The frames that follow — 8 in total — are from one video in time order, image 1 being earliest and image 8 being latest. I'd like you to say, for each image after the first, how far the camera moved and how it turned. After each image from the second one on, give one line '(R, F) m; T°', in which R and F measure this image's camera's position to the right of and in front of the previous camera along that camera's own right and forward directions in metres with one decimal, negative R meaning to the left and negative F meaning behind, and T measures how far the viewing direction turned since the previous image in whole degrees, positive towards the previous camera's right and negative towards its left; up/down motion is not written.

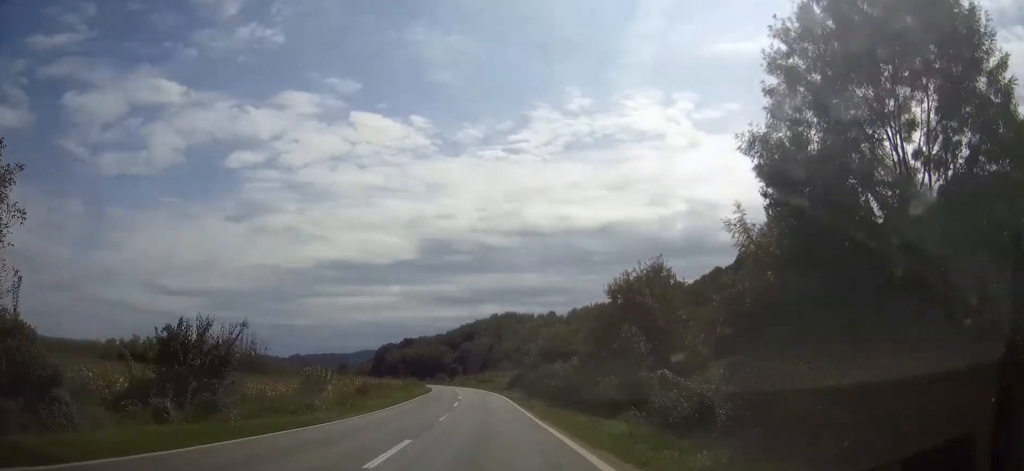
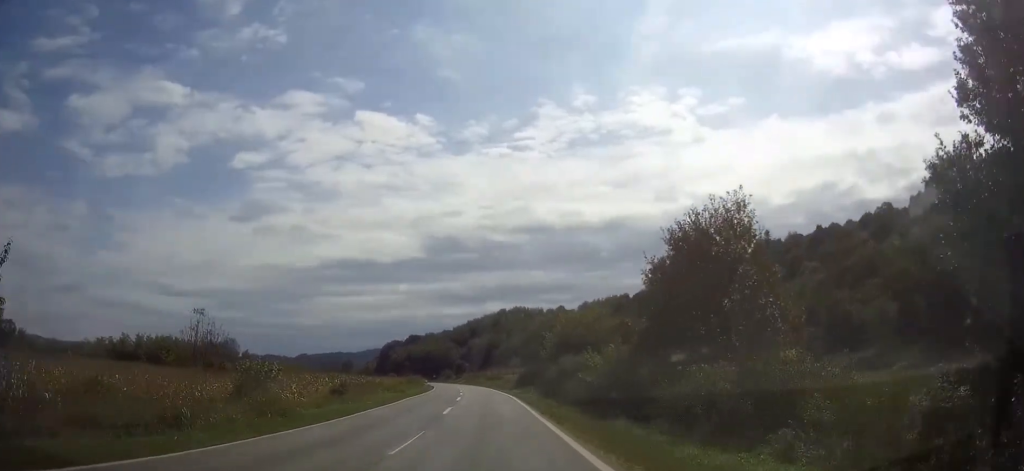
(-0.1, +12.3) m; -1°
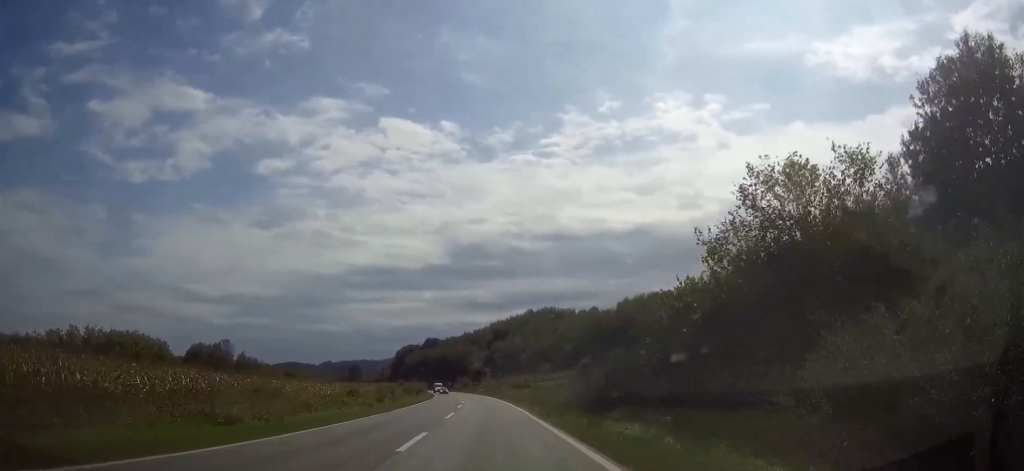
(-0.6, +43.1) m; -2°
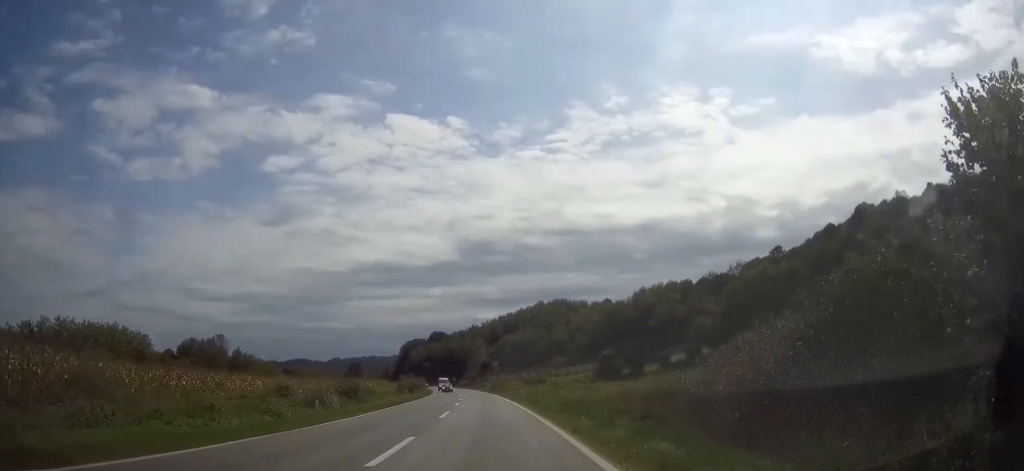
(-0.2, +17.8) m; -1°
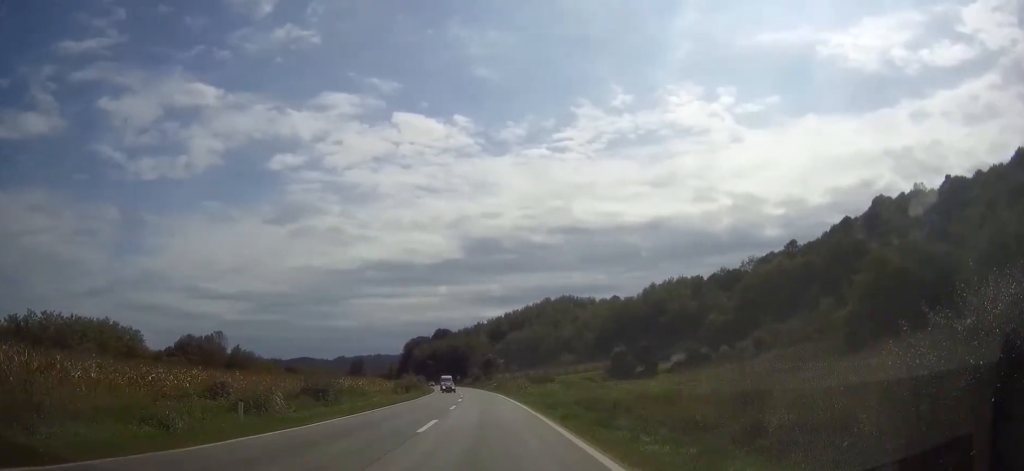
(0.0, +8.2) m; 0°
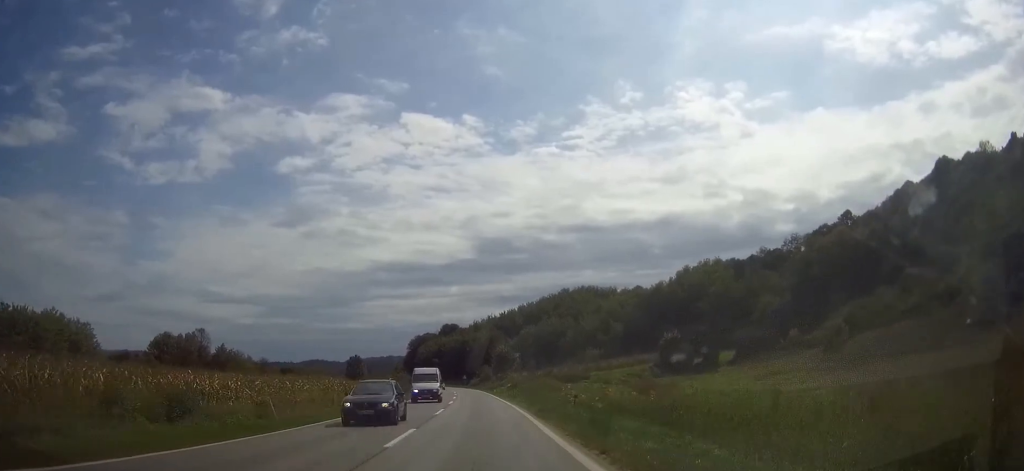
(-0.3, +32.8) m; -2°
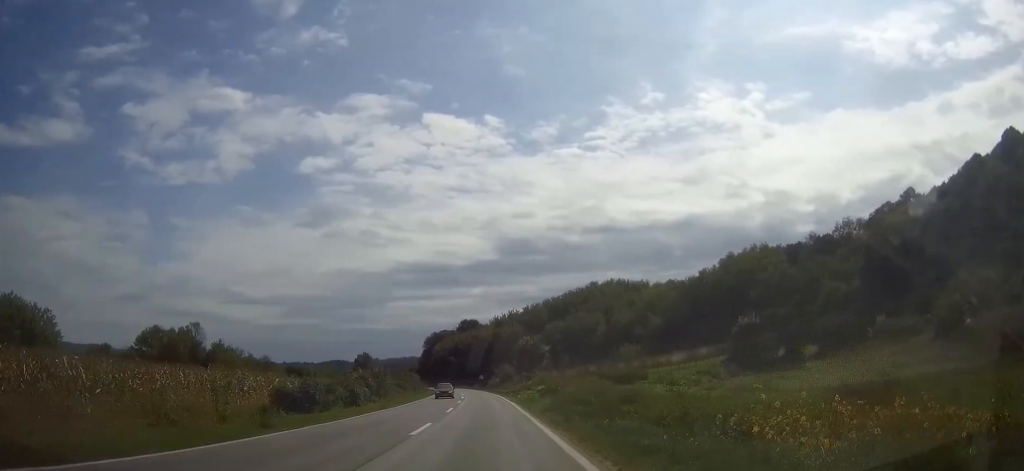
(-0.4, +25.3) m; -2°
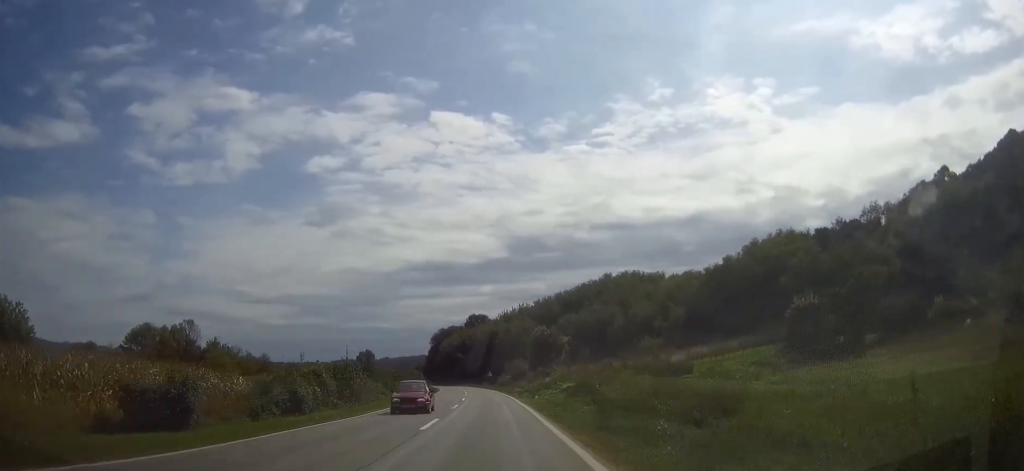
(-0.1, +13.7) m; -1°
